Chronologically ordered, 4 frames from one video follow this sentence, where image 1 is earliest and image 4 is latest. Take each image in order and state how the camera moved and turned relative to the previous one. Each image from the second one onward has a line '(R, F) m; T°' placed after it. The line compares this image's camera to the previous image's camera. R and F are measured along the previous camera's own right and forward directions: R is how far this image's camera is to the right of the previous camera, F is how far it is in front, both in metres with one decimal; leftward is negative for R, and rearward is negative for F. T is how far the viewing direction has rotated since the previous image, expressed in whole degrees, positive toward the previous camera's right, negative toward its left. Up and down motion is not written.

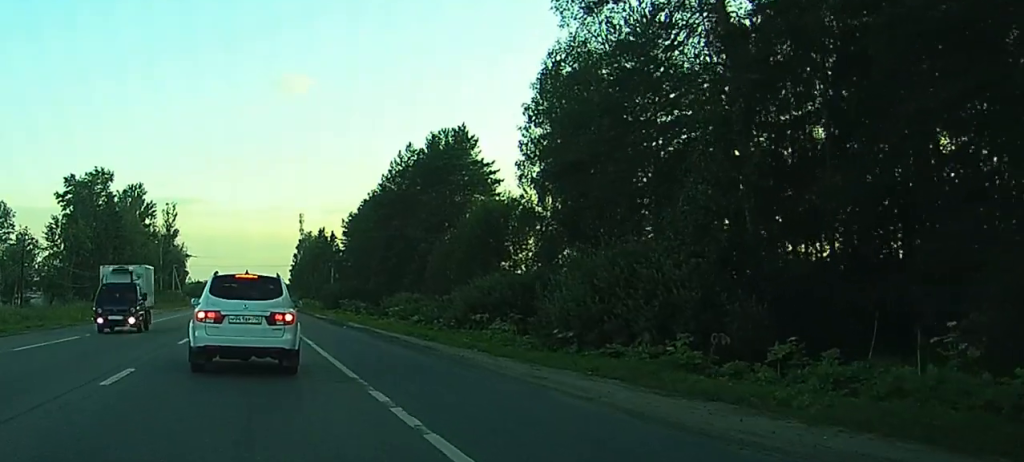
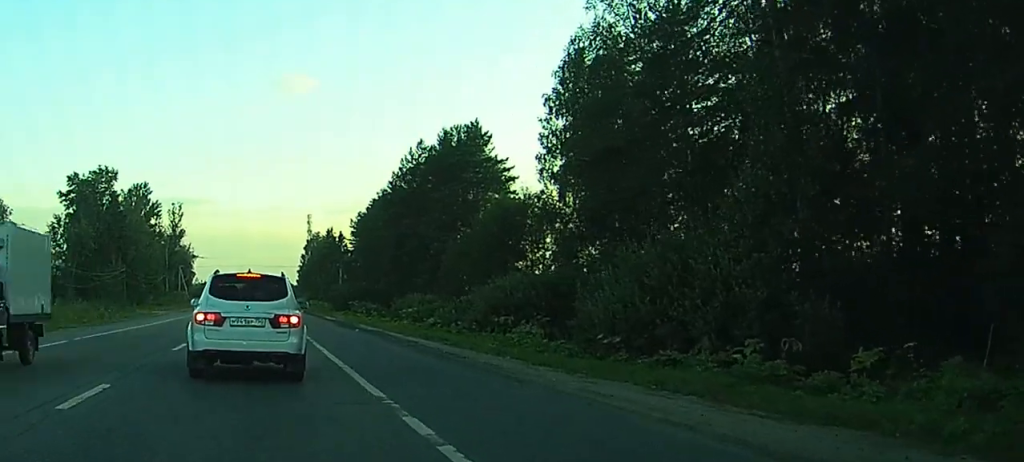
(0.0, +3.1) m; 0°
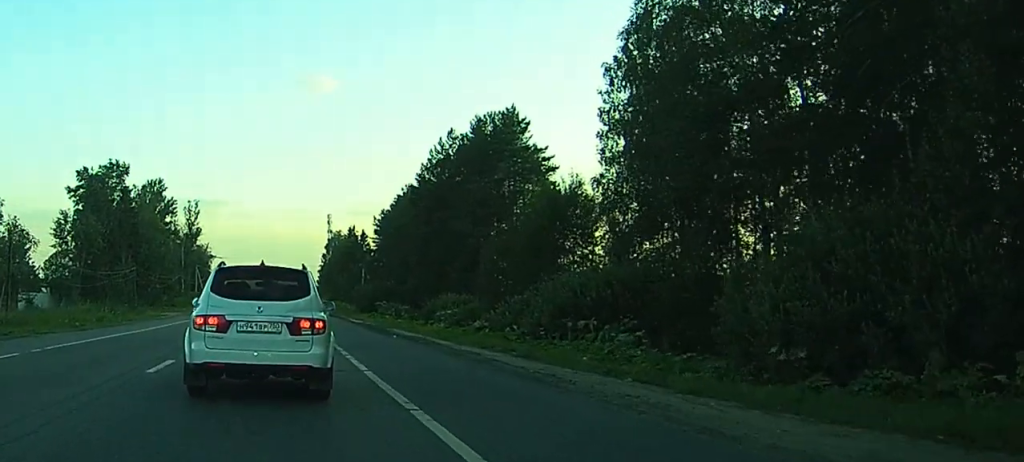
(+0.2, +7.6) m; +4°
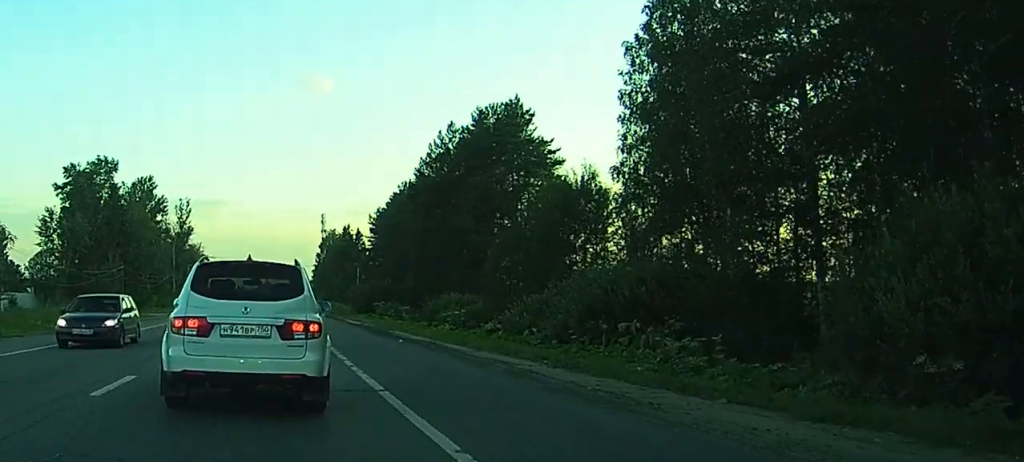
(-0.1, +4.3) m; 0°
